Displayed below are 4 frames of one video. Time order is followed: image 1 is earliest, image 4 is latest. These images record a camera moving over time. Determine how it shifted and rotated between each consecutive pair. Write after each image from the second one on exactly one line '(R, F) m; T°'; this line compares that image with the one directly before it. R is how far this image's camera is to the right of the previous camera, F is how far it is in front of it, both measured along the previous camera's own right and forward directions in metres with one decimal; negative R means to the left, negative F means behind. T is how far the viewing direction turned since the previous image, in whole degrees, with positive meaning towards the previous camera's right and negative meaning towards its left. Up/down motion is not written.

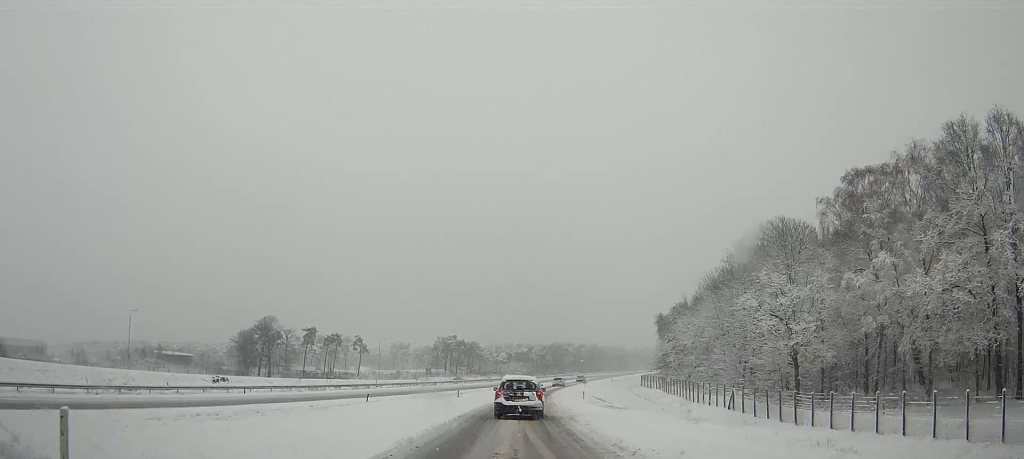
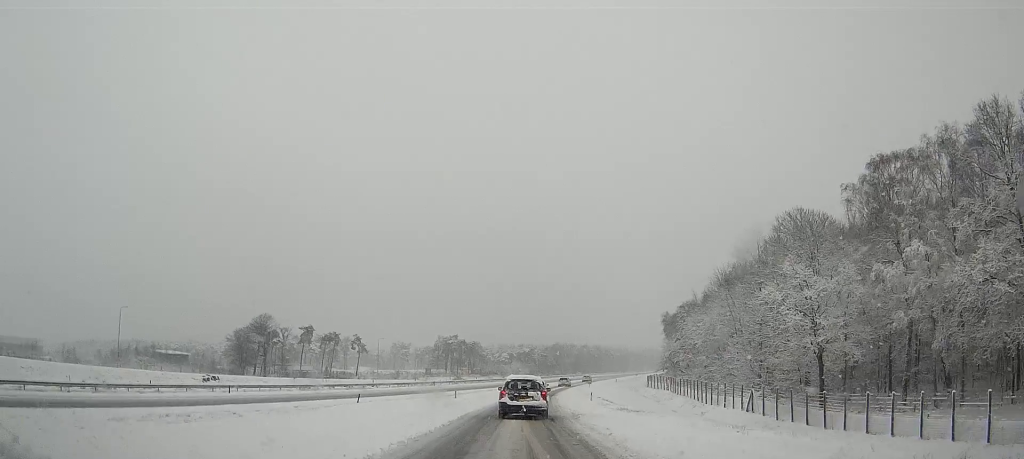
(0.0, +4.4) m; 0°
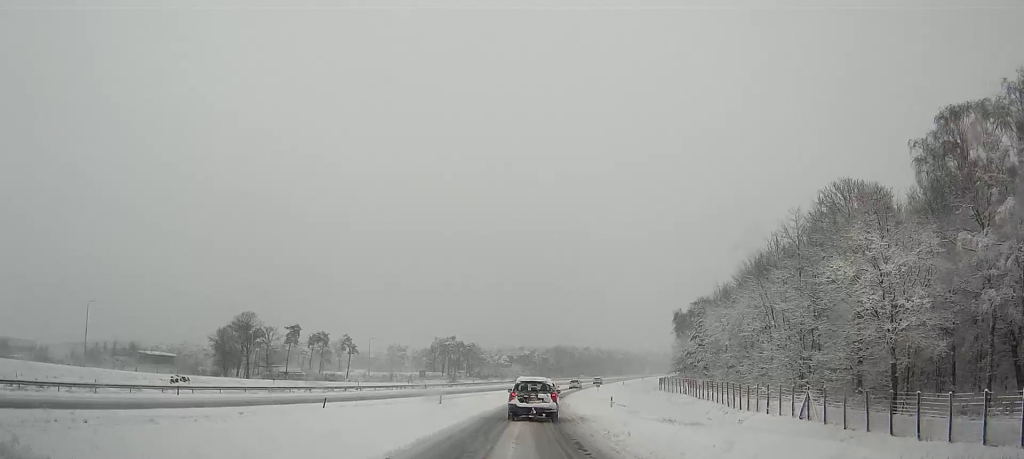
(+0.1, +10.7) m; 0°
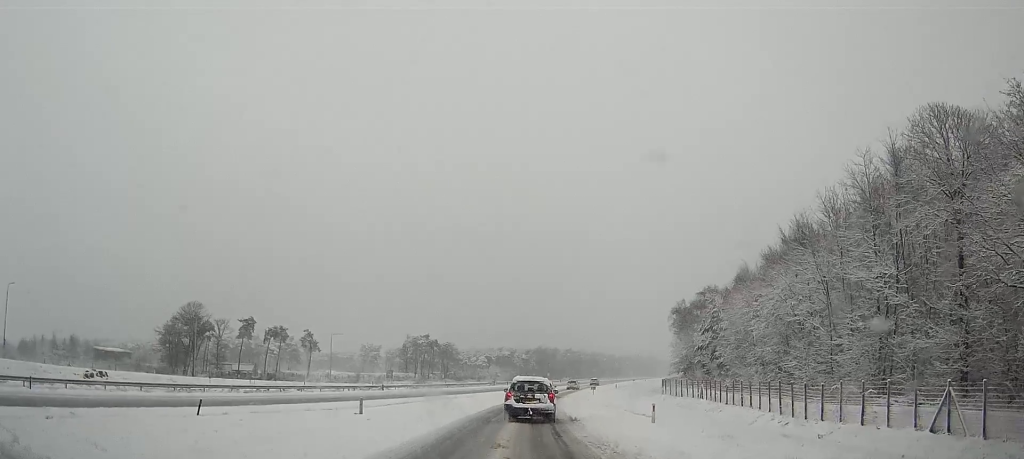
(0.0, +17.5) m; 0°
